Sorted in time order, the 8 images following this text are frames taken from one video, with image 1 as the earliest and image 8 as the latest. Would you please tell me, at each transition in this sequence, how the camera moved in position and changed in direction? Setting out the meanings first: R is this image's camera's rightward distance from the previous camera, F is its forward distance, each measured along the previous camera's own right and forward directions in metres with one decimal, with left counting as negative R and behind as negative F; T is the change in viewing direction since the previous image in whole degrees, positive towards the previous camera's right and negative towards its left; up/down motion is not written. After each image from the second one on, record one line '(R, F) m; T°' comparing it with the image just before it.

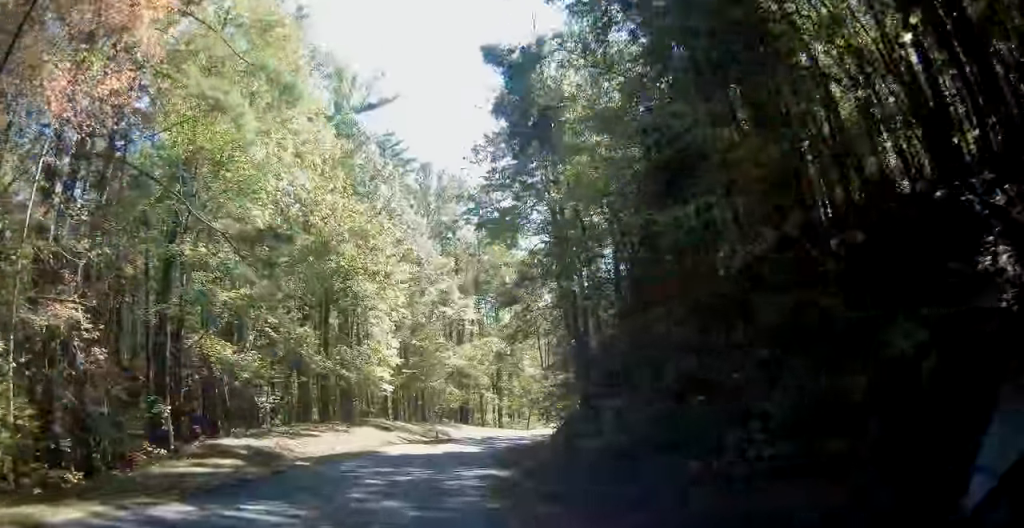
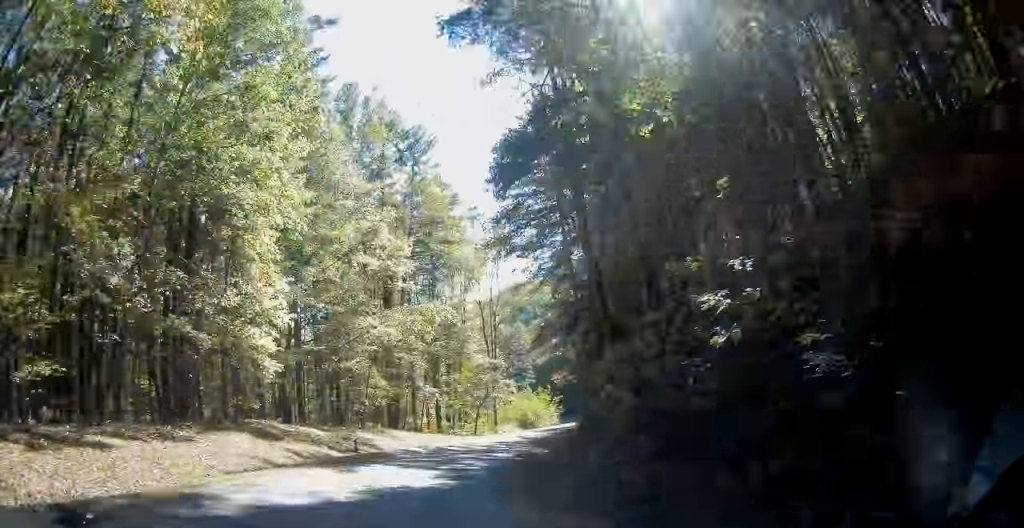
(+0.1, +20.7) m; +4°
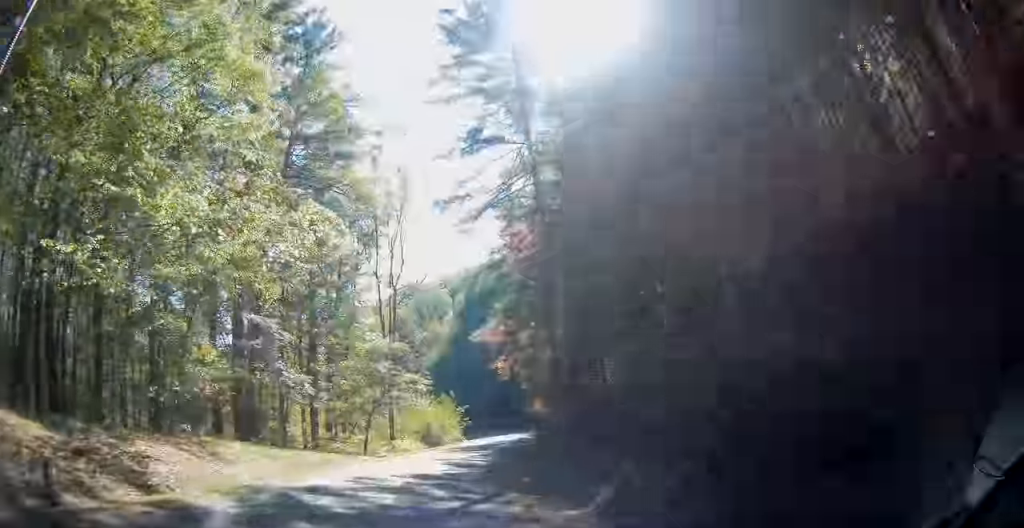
(+2.3, +21.9) m; +11°
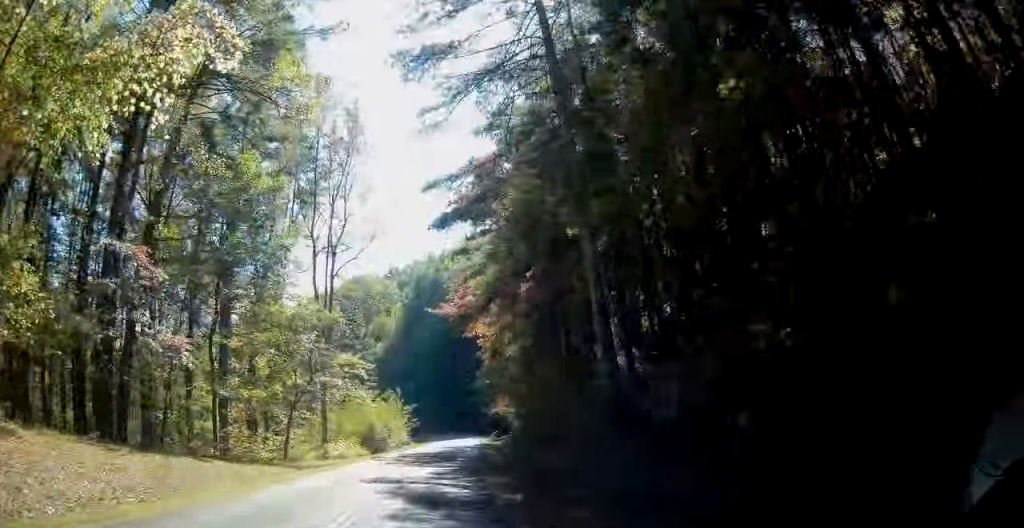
(+0.3, +13.0) m; +6°
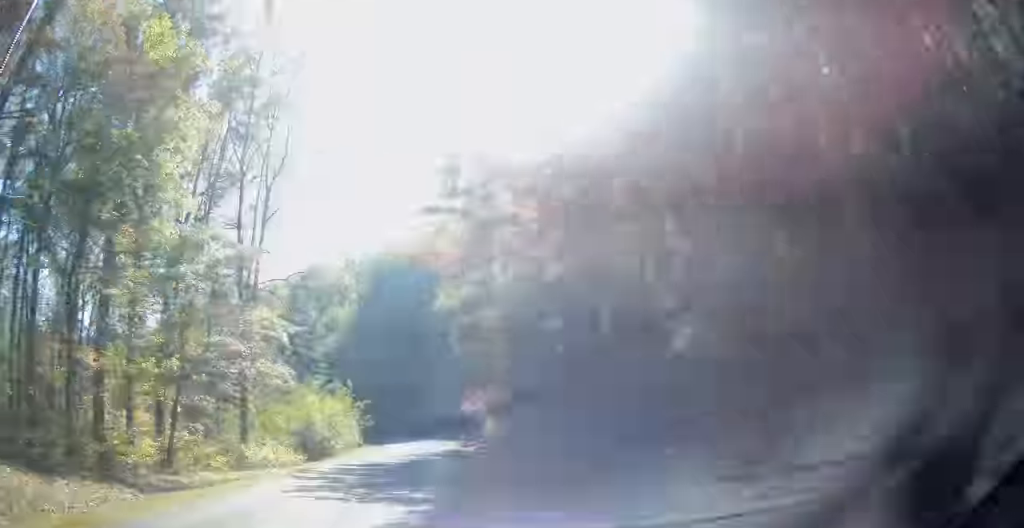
(+0.7, +13.0) m; +7°
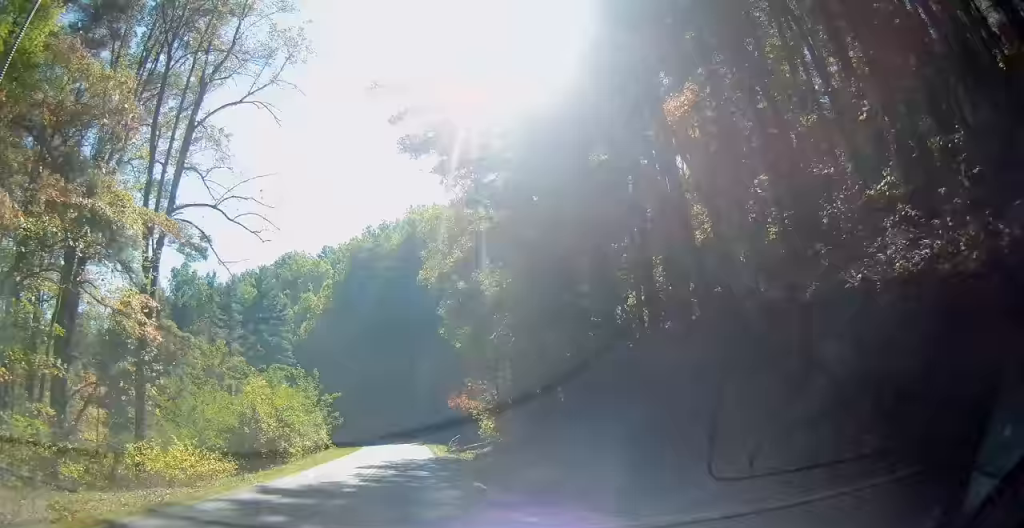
(+1.0, +12.7) m; +5°
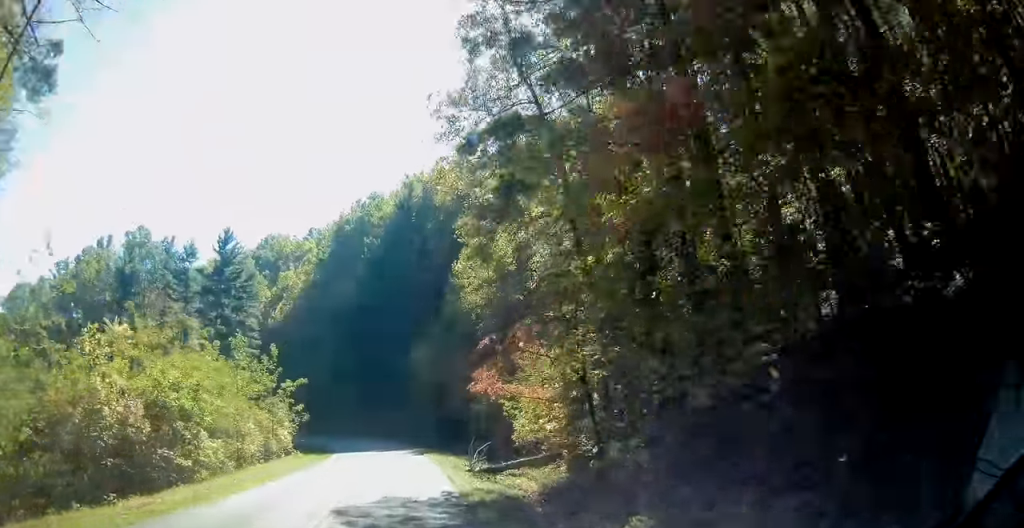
(+0.4, +19.7) m; +1°
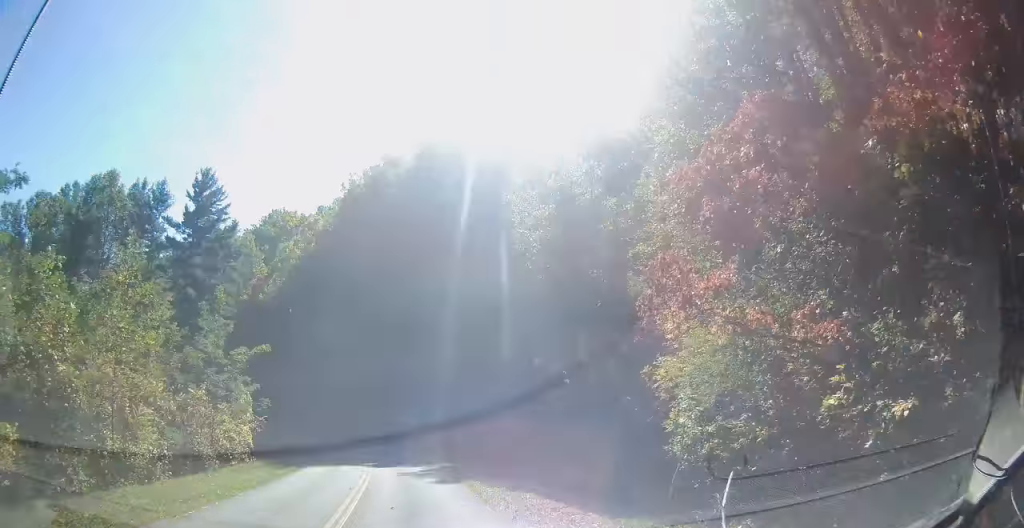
(0.0, +19.3) m; 0°
